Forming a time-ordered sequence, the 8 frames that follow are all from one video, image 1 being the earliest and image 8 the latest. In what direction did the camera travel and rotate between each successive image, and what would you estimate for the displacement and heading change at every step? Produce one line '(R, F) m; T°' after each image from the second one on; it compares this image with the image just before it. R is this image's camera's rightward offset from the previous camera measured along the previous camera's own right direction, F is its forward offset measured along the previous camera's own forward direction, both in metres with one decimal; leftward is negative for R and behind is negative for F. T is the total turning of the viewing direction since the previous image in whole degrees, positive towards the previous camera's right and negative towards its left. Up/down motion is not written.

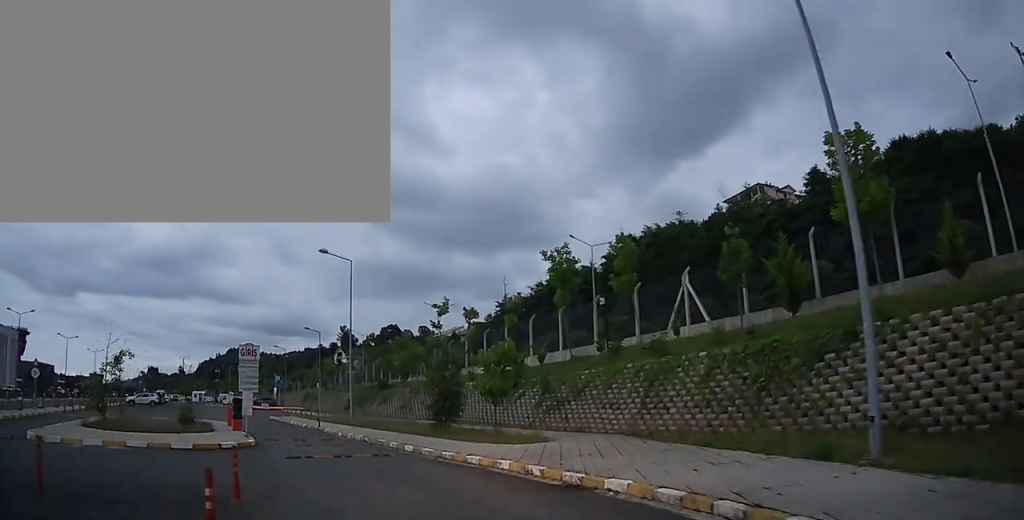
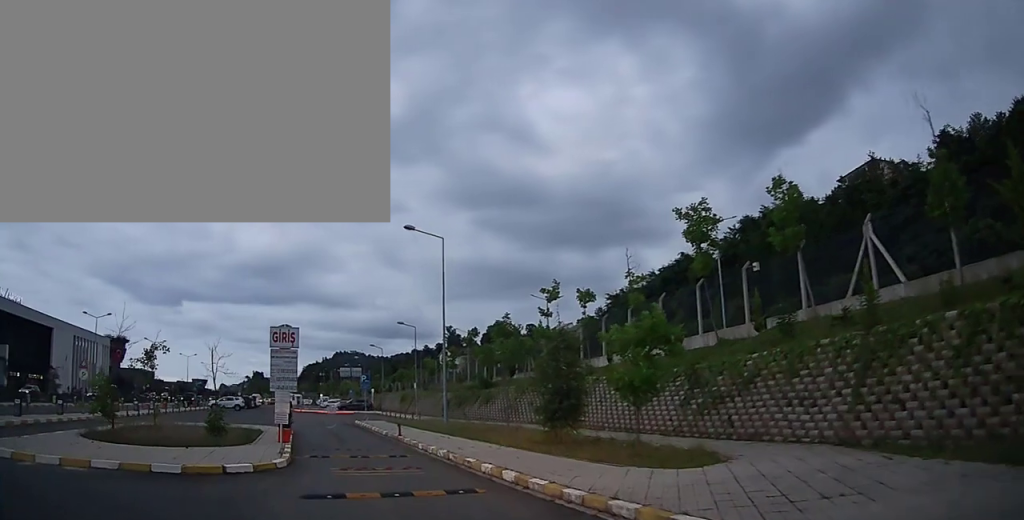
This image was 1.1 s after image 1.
(-0.4, +5.4) m; -8°
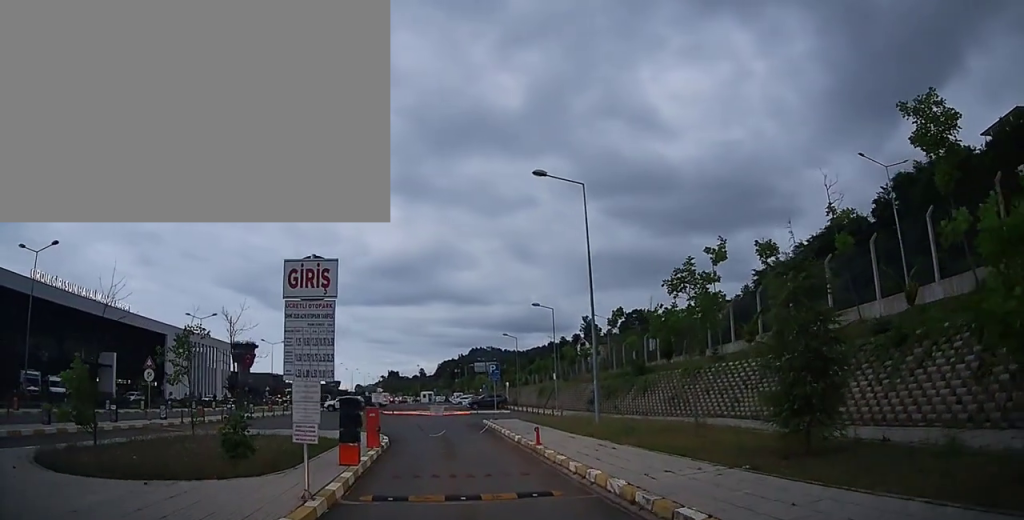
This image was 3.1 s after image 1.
(-0.6, +6.4) m; -13°
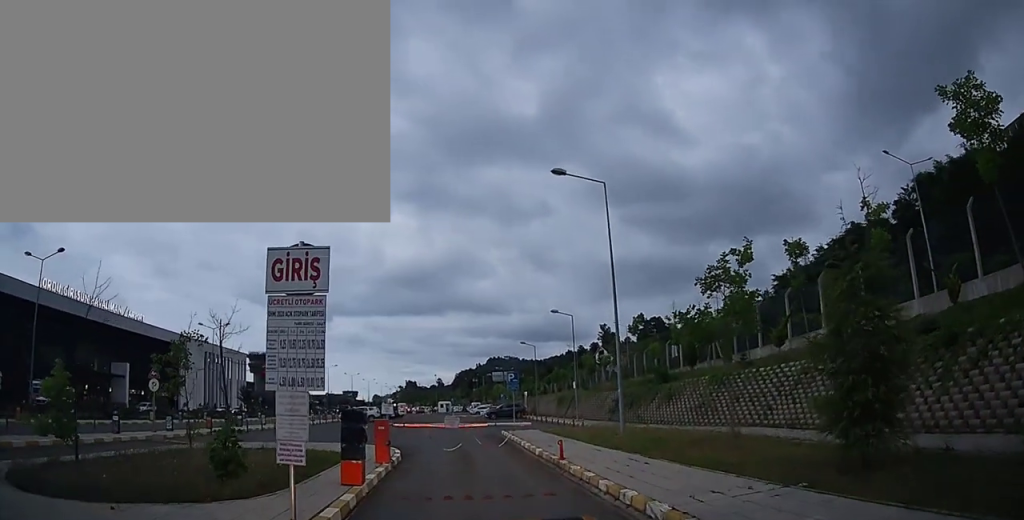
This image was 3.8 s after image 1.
(0.0, +1.2) m; -4°
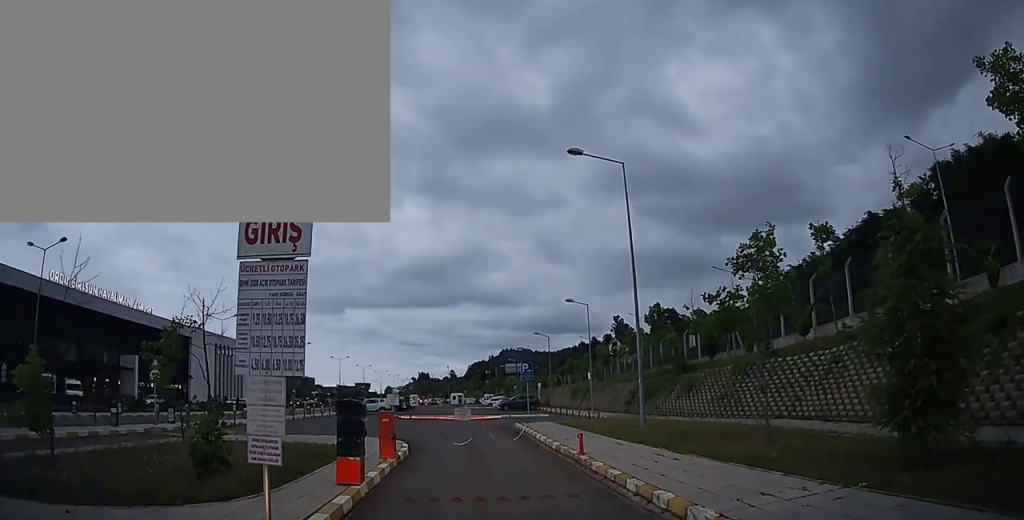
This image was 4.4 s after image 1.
(-0.2, +0.9) m; 0°
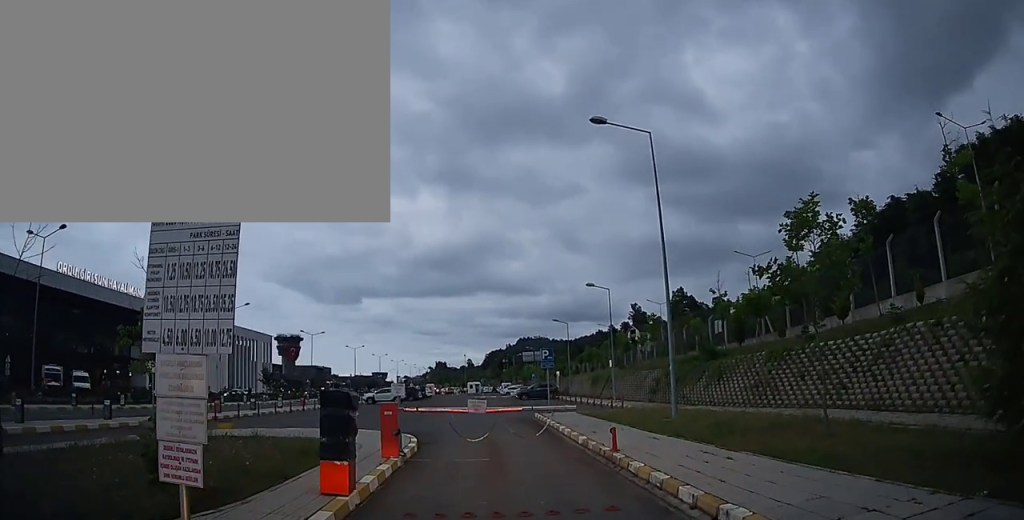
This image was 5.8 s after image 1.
(-0.6, +1.0) m; 0°
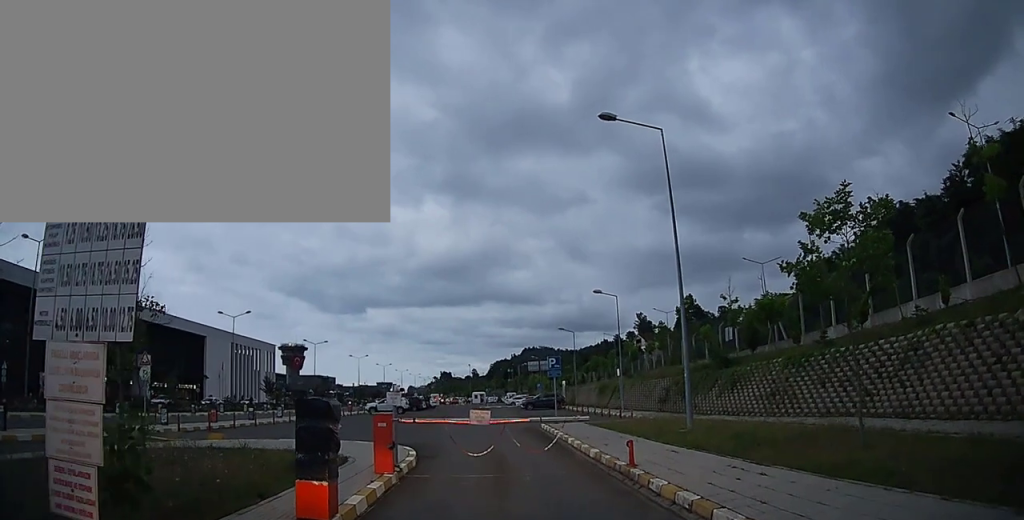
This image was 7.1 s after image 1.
(-0.3, +0.7) m; 0°
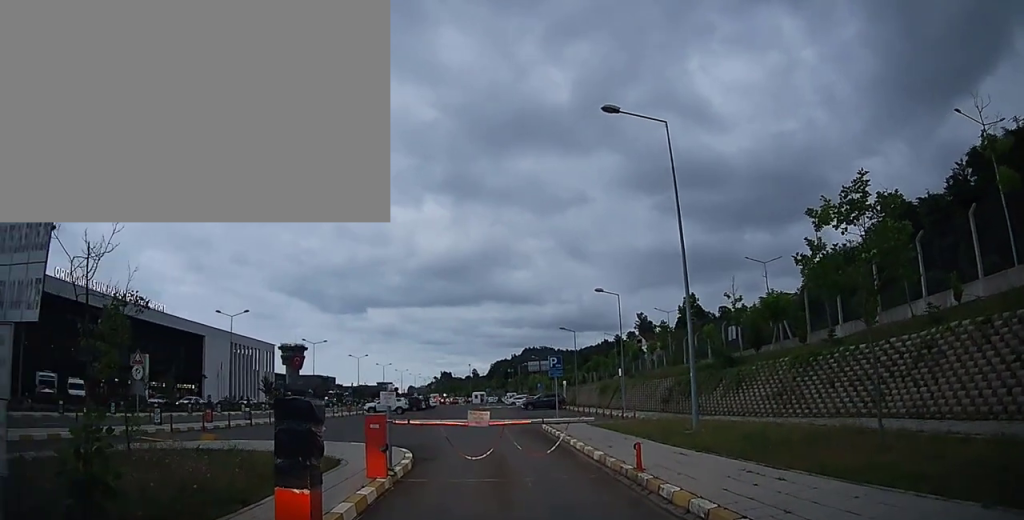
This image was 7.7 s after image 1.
(-0.1, +0.4) m; 0°
